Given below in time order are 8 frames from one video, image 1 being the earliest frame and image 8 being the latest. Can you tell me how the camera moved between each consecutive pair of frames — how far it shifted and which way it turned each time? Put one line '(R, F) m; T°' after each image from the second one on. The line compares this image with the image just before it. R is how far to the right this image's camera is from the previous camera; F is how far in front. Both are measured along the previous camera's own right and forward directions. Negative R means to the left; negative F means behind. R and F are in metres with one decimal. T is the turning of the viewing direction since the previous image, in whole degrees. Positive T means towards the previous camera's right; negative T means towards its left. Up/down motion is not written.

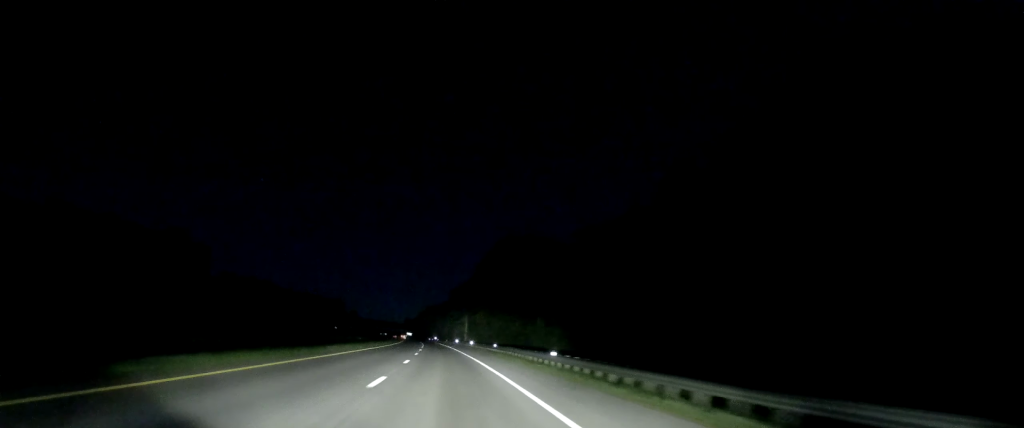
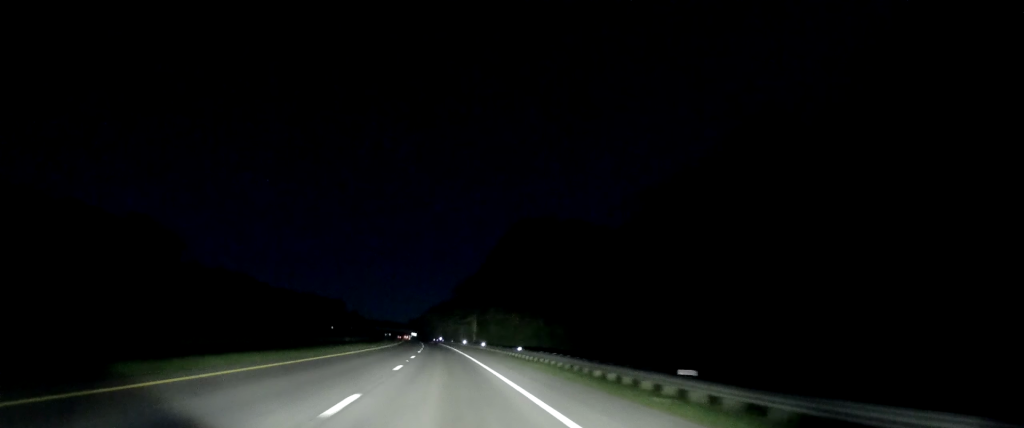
(-0.1, +16.7) m; 0°
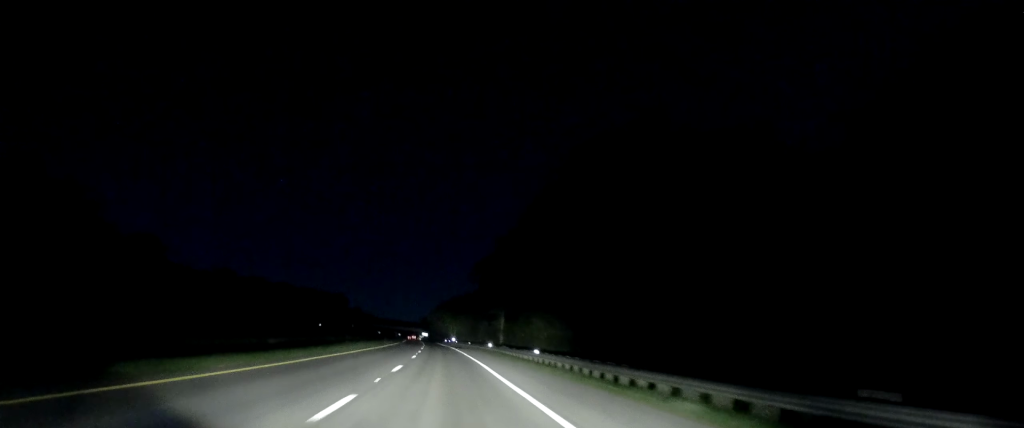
(-0.2, +36.6) m; -1°
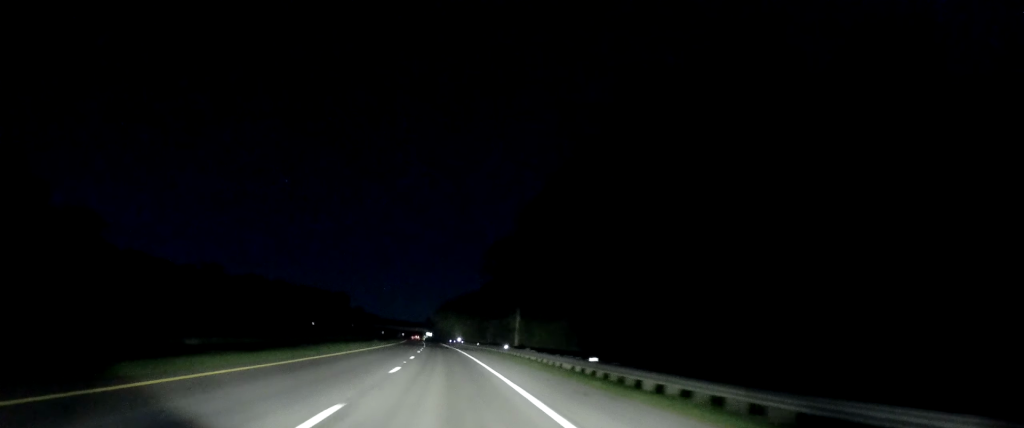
(-0.1, +13.7) m; -1°
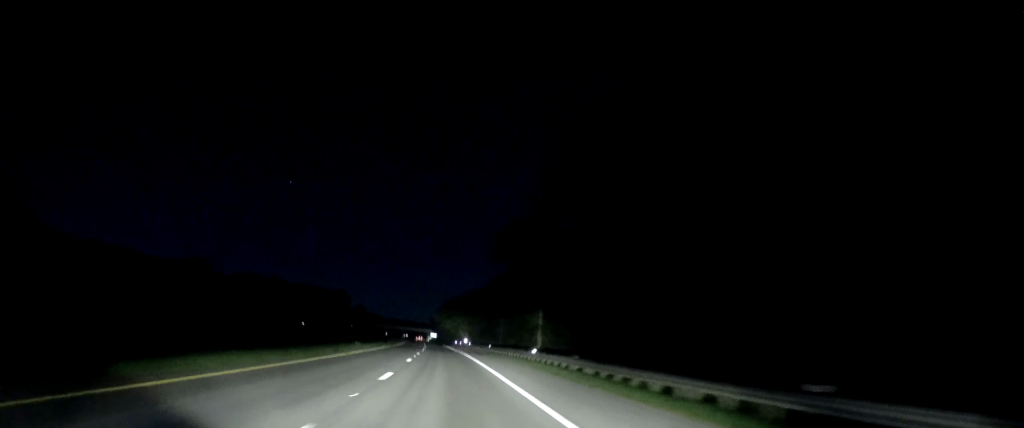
(-0.1, +14.8) m; -1°
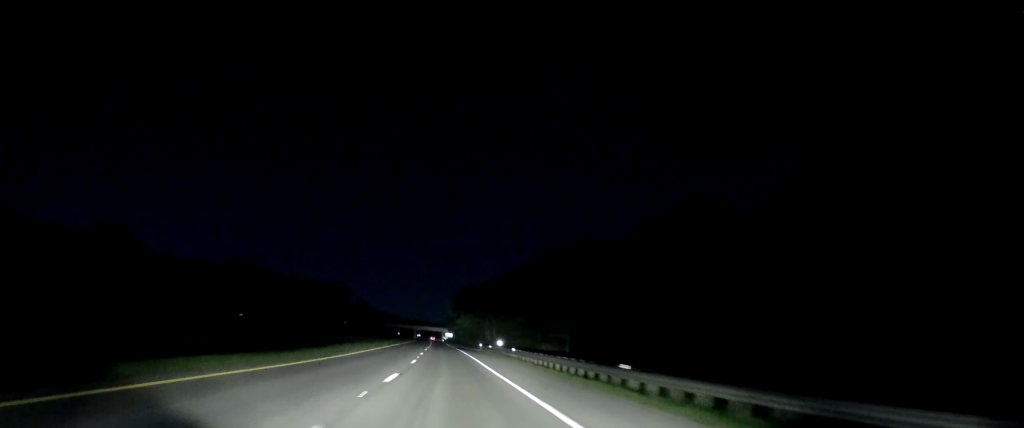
(-0.2, +48.5) m; -1°
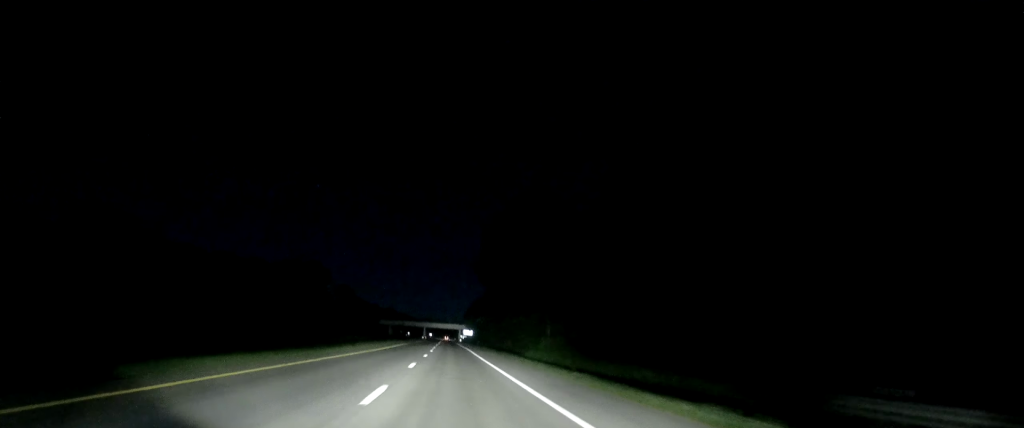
(-1.6, +79.2) m; -2°
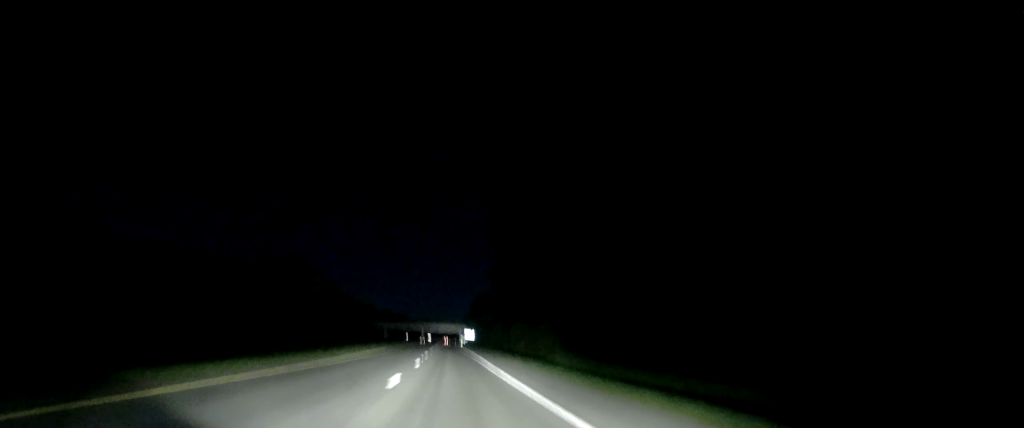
(-0.4, +20.0) m; 0°
